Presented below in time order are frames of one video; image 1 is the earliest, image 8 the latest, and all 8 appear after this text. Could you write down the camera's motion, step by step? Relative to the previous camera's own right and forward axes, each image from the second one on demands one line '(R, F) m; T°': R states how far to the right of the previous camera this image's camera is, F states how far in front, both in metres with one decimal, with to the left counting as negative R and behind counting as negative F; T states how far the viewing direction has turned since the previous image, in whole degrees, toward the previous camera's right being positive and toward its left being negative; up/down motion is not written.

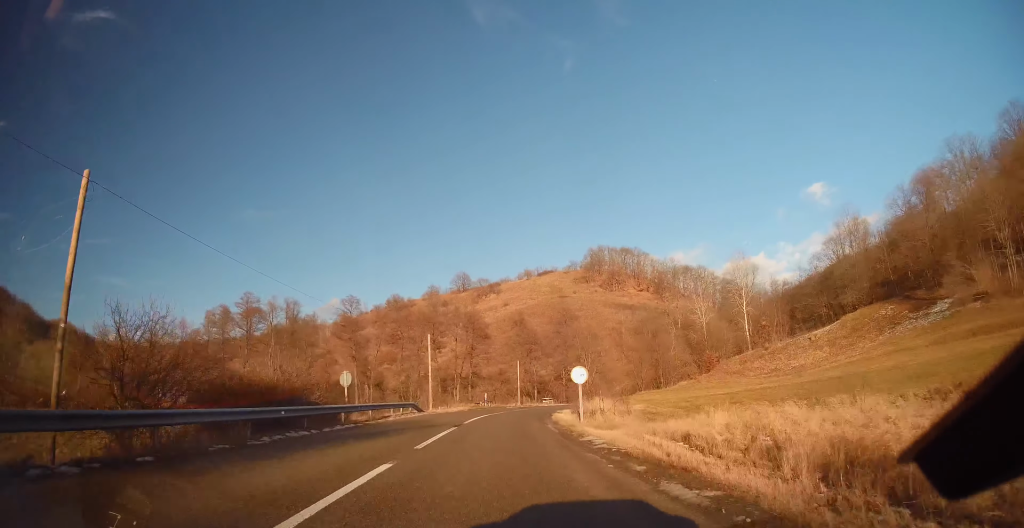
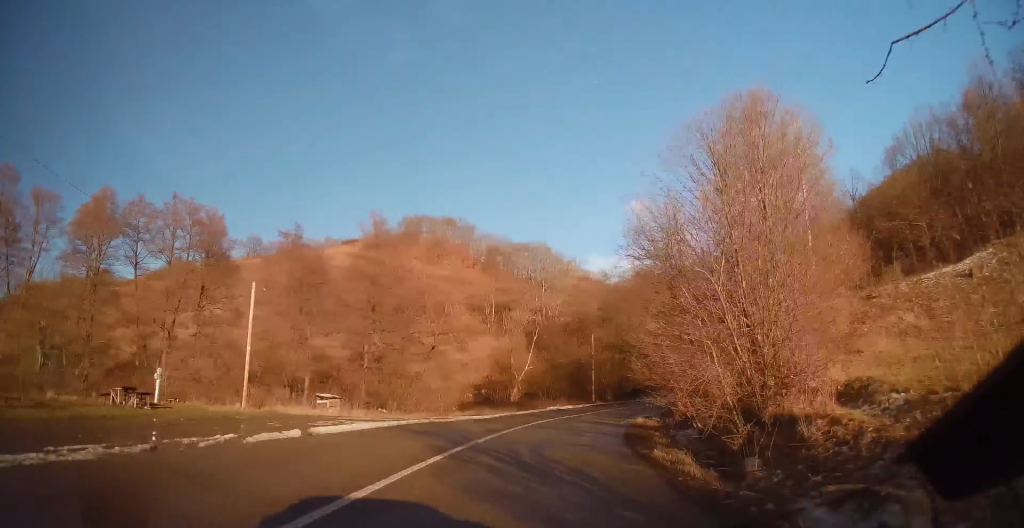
(+8.9, +51.7) m; +26°
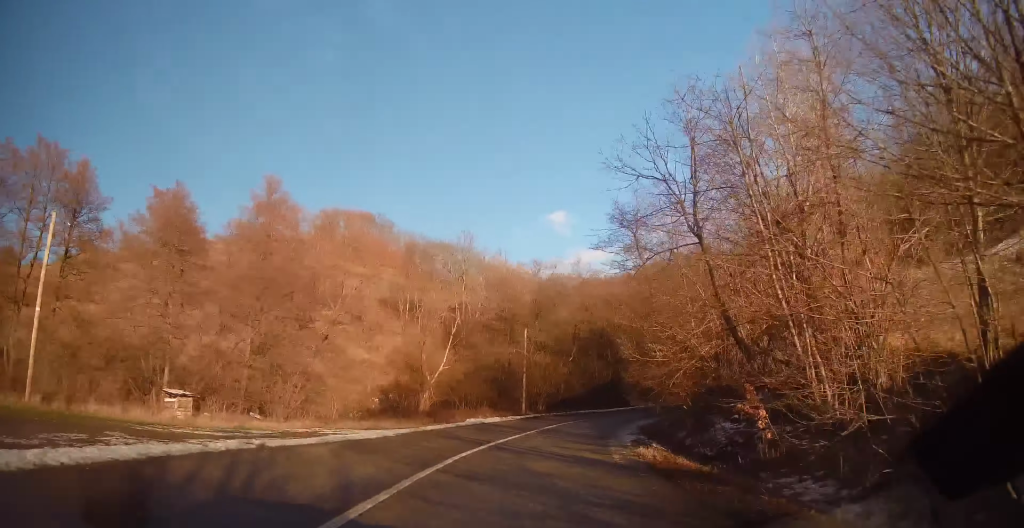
(+0.8, +10.9) m; +9°
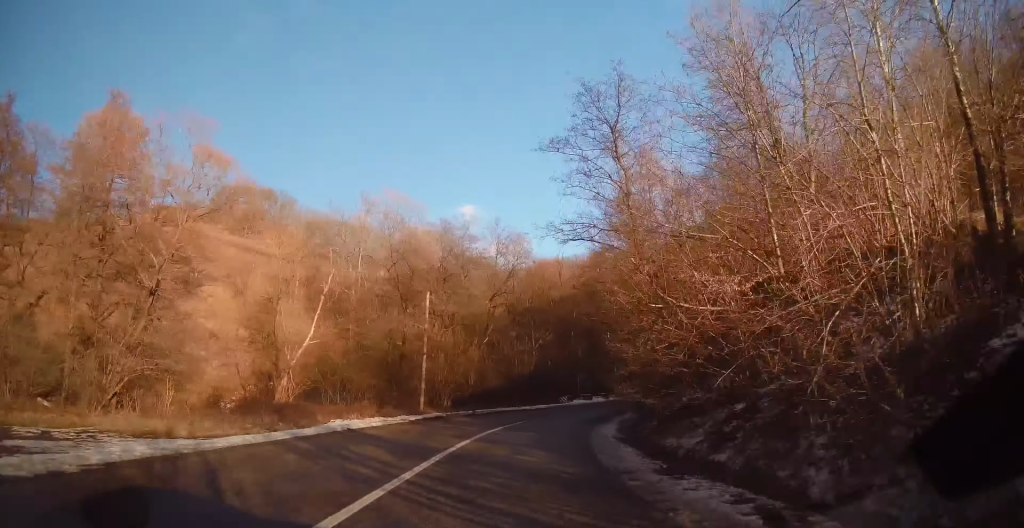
(+1.2, +12.4) m; +8°
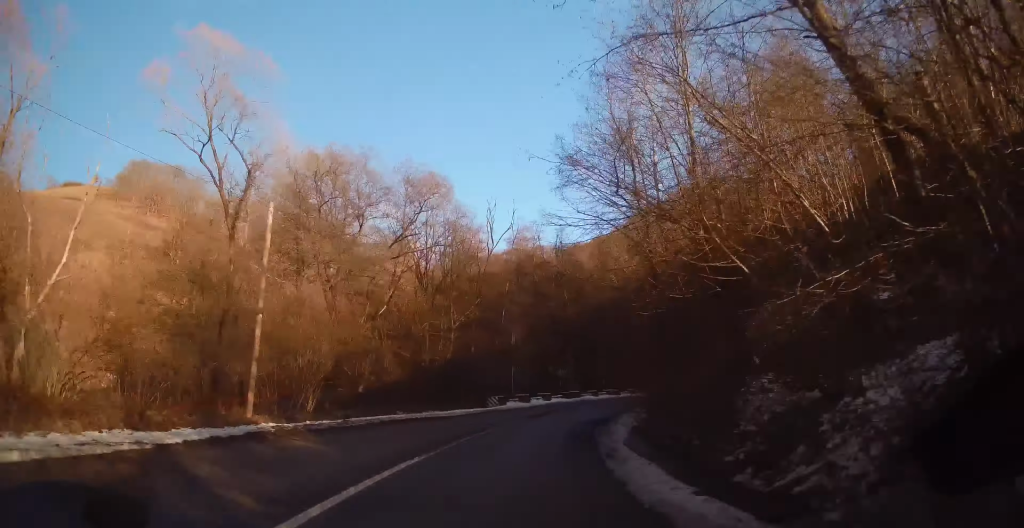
(+1.2, +13.9) m; +9°
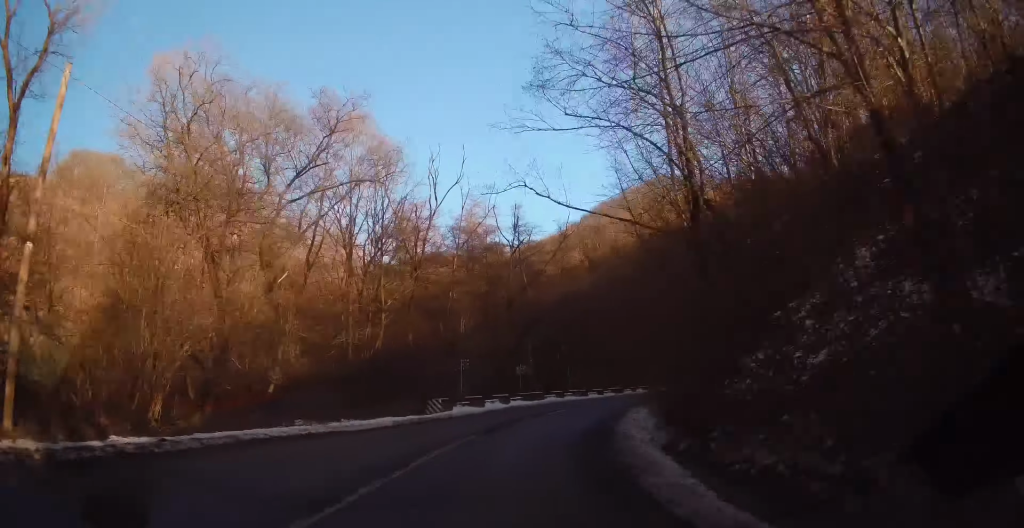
(+0.1, +8.4) m; +5°
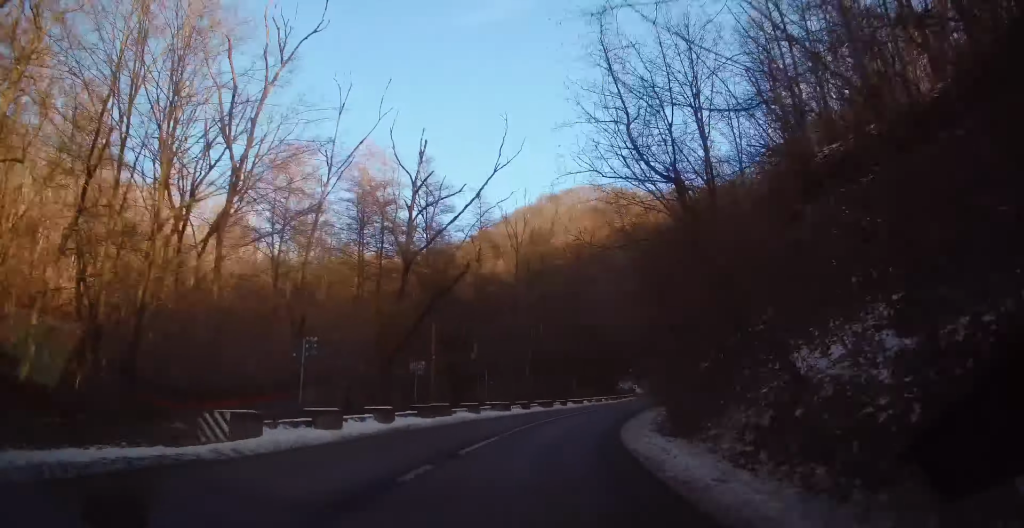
(+1.0, +13.4) m; +10°
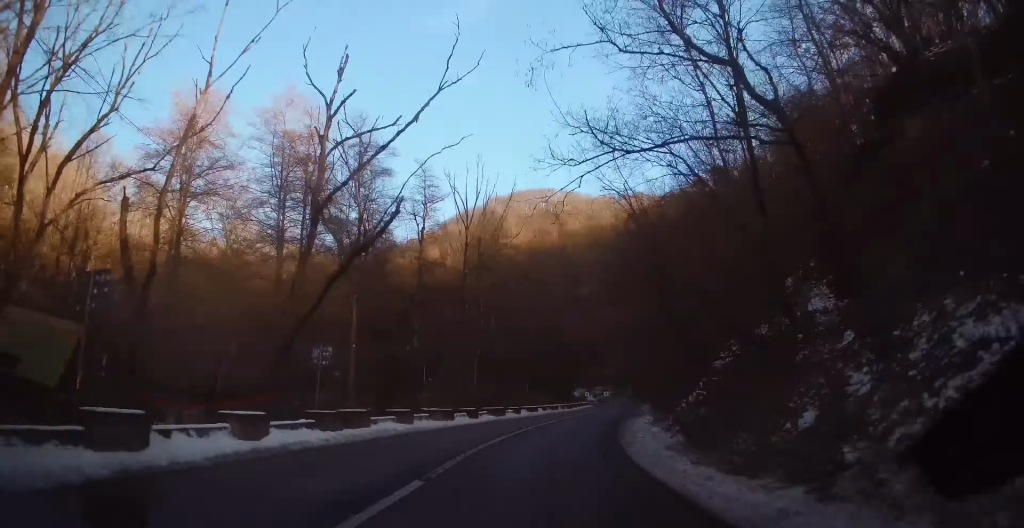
(+0.4, +7.2) m; +5°
